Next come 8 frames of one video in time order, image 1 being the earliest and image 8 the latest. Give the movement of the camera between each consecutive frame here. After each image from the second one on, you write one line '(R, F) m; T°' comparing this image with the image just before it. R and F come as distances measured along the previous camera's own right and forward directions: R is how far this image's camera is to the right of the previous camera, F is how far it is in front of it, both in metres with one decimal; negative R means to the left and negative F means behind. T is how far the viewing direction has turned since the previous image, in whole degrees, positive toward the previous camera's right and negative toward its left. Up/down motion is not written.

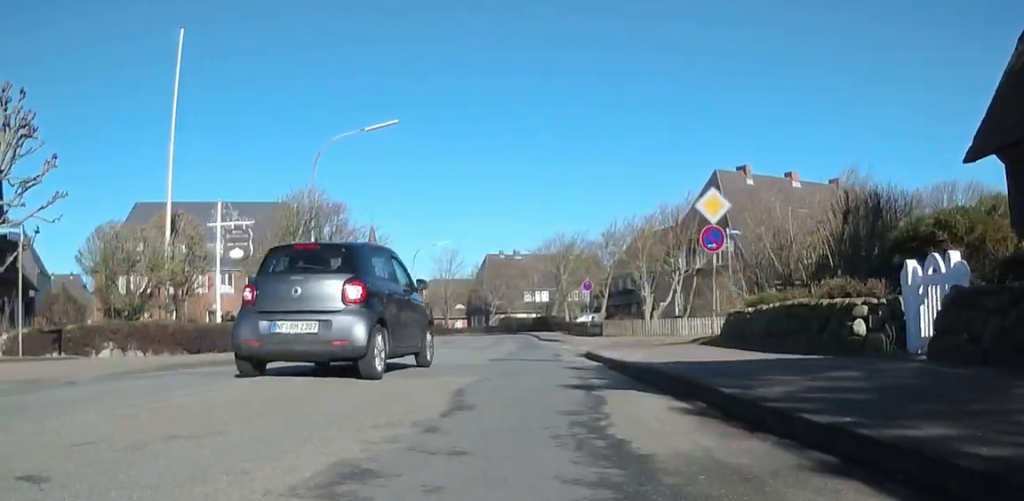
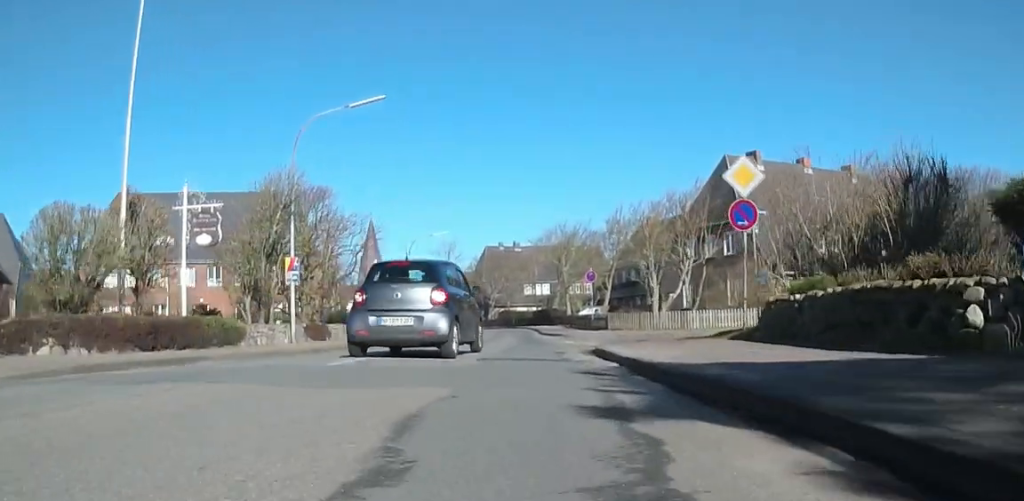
(+0.3, +2.7) m; +3°
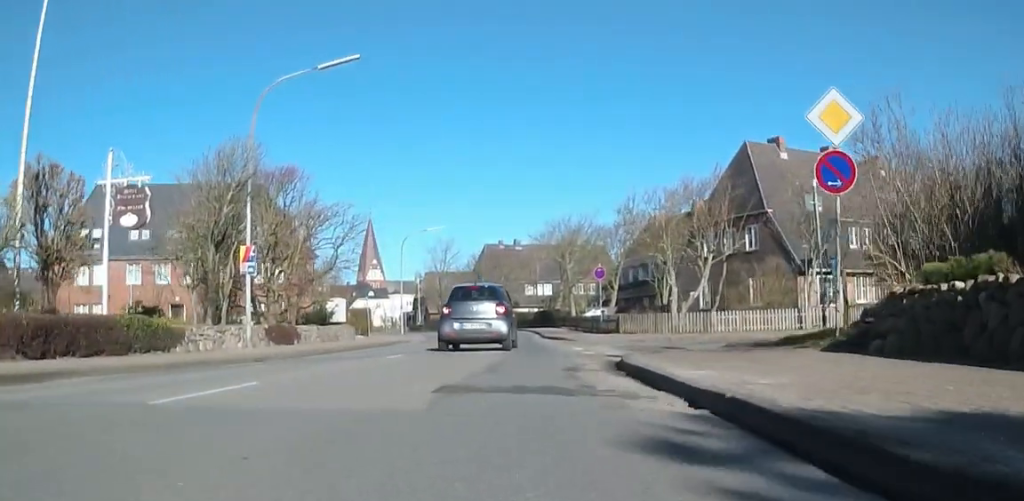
(+0.4, +4.6) m; +5°
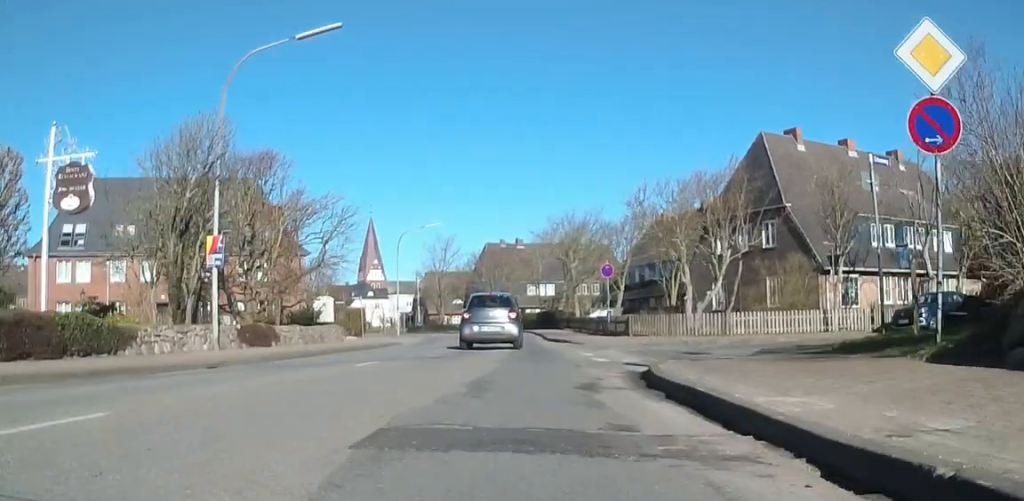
(0.0, +2.8) m; 0°
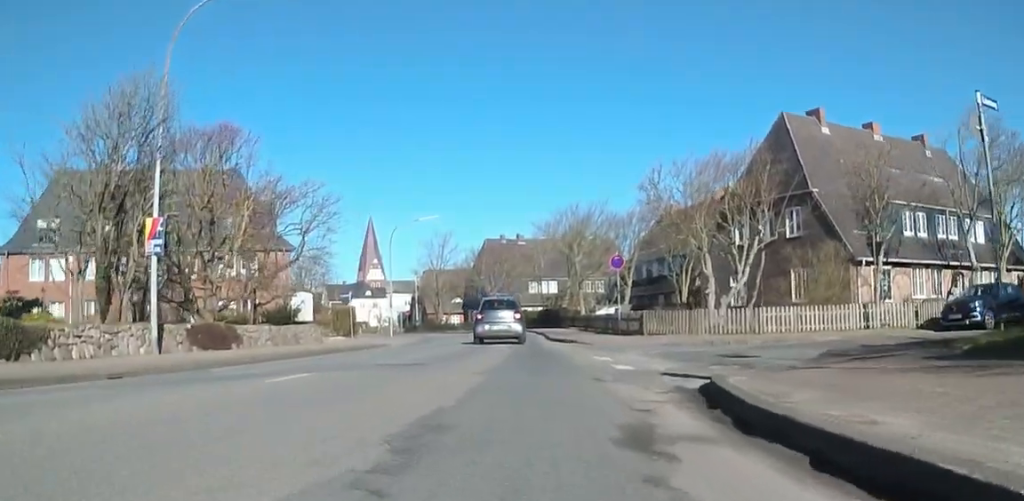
(0.0, +3.7) m; +1°
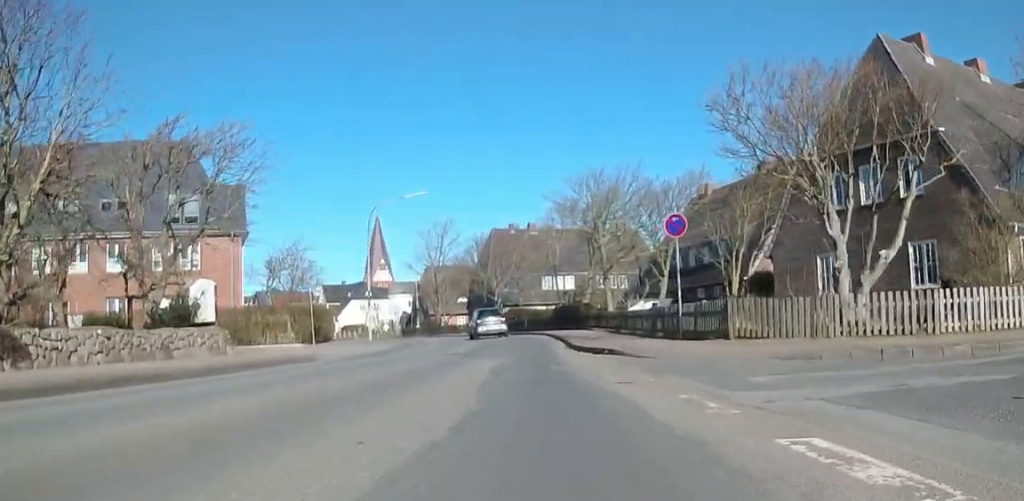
(+1.2, +11.3) m; +6°
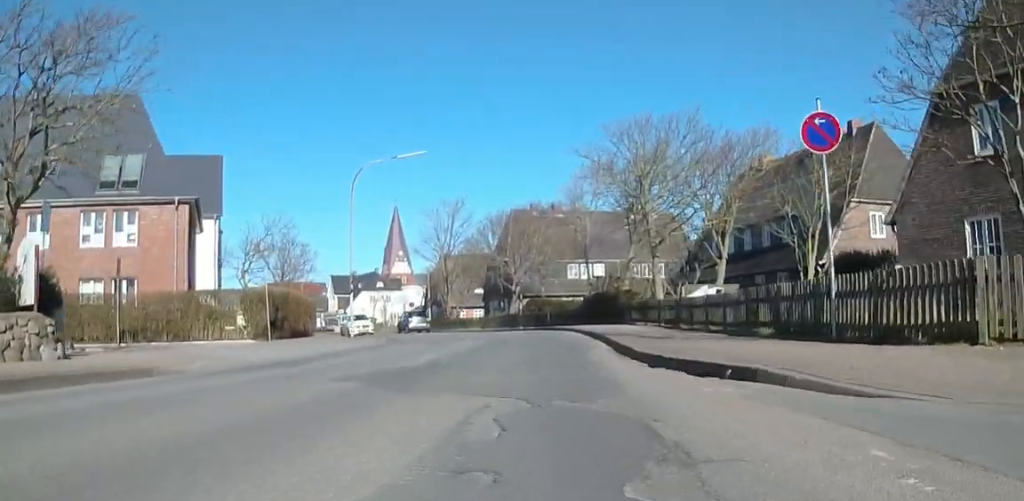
(-0.4, +9.6) m; +2°
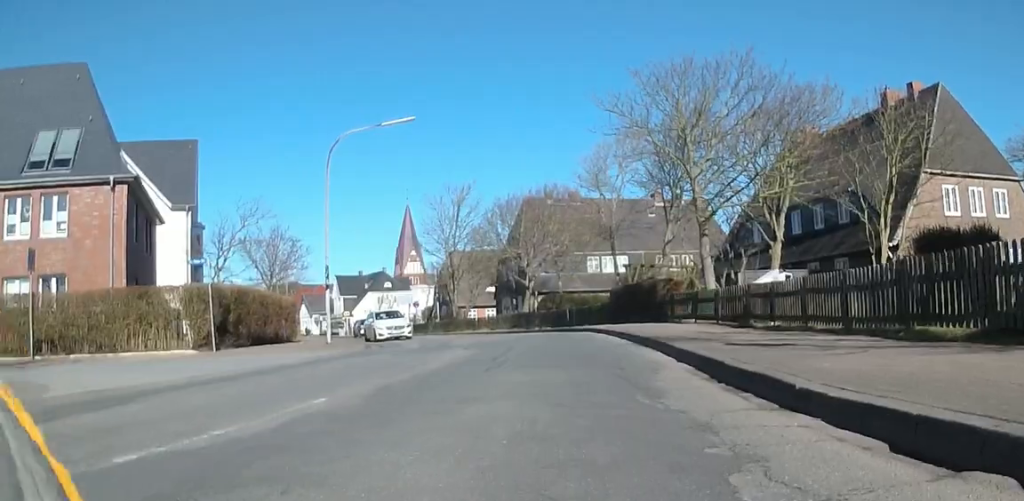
(+0.6, +6.7) m; +7°
